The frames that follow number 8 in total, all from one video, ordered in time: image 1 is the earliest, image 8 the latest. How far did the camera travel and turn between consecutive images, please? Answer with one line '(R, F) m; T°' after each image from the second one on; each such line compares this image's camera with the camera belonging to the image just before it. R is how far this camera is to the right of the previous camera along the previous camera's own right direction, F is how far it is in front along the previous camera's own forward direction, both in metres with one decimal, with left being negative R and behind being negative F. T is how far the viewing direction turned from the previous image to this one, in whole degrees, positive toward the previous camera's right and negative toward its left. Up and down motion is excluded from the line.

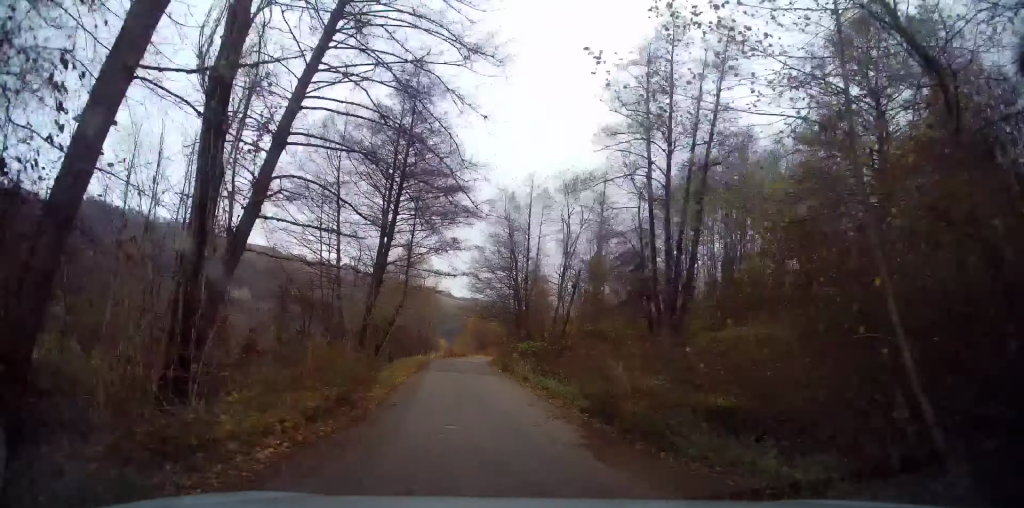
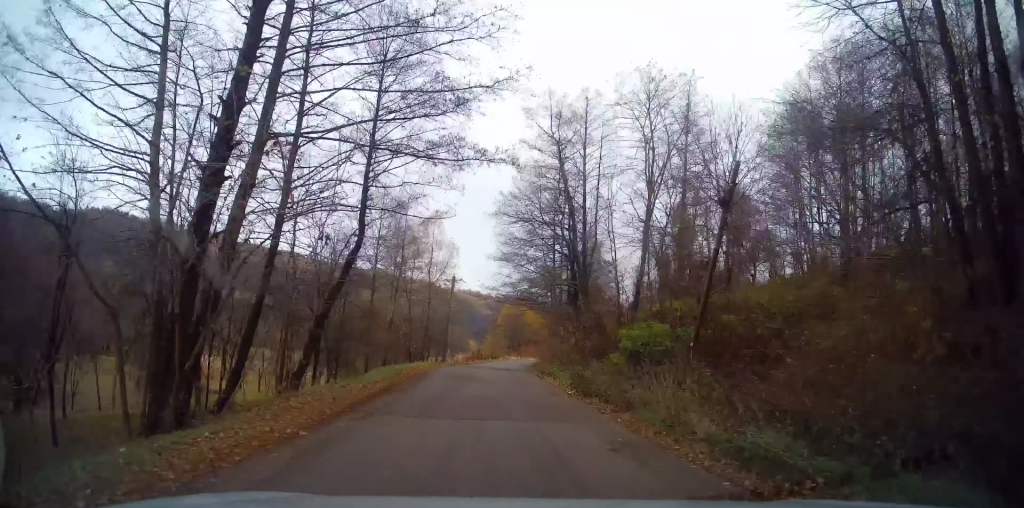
(-0.2, +18.4) m; -2°
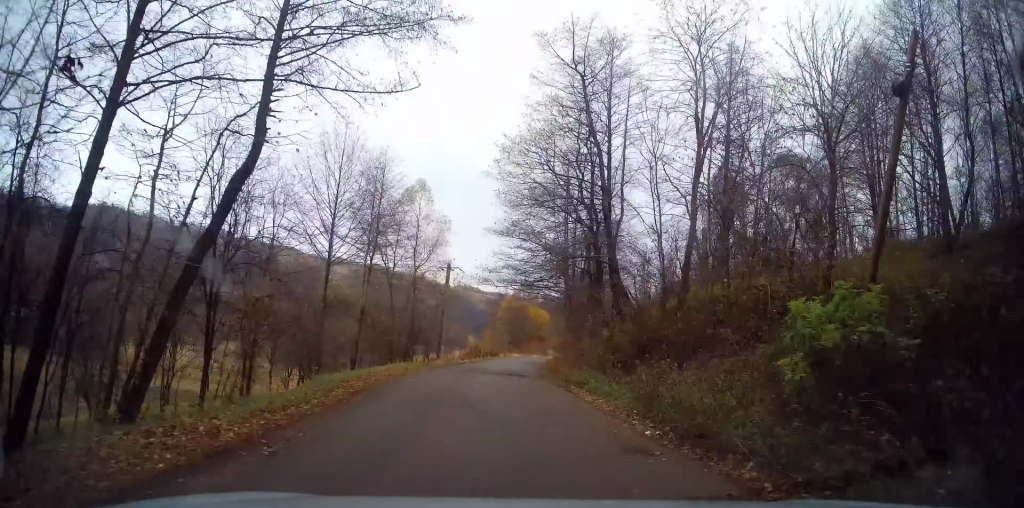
(-0.2, +7.3) m; -1°
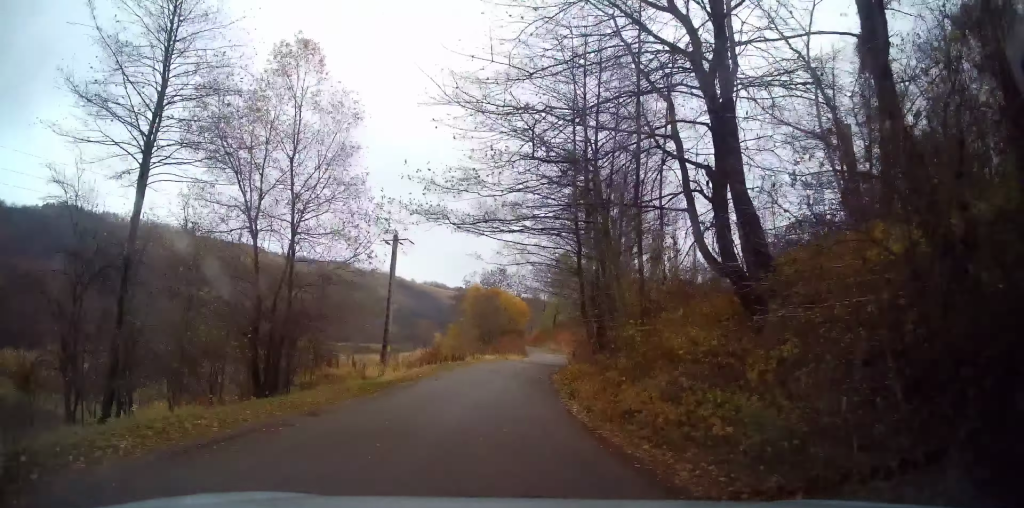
(-0.1, +17.1) m; 0°
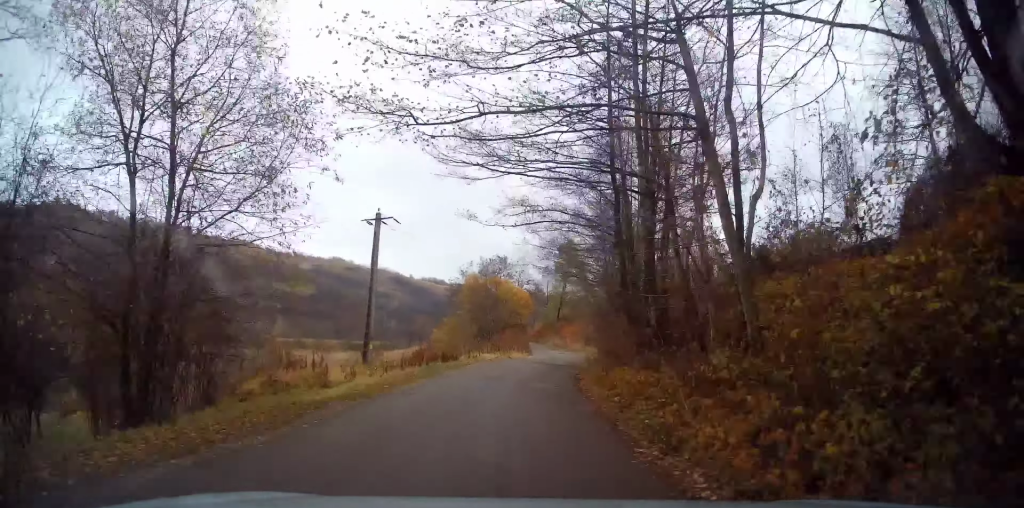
(-0.1, +7.4) m; +1°
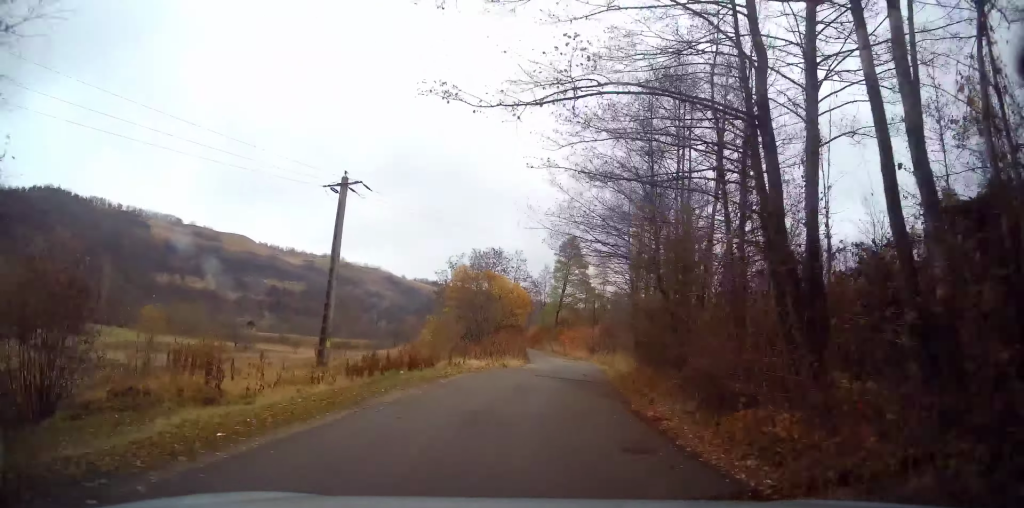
(+0.2, +9.0) m; +3°
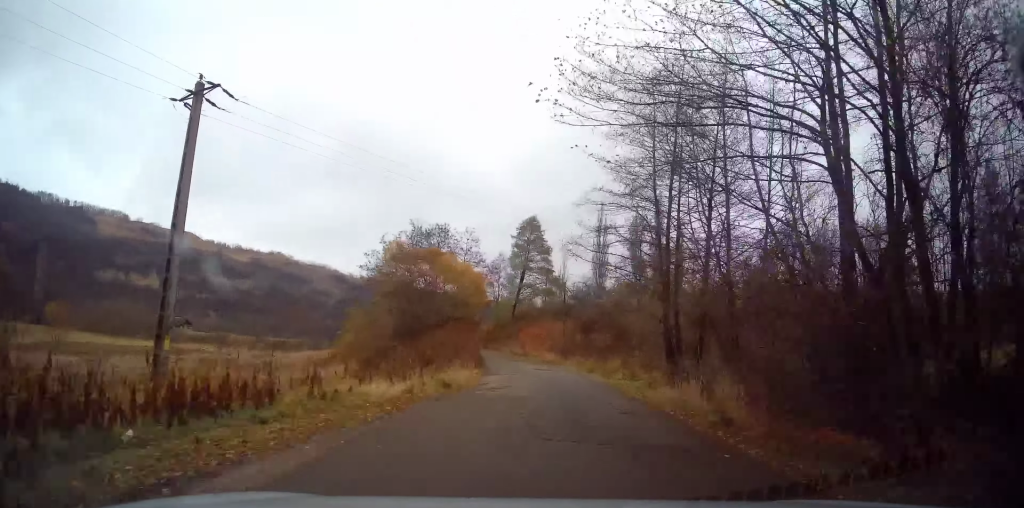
(+0.6, +13.1) m; +5°
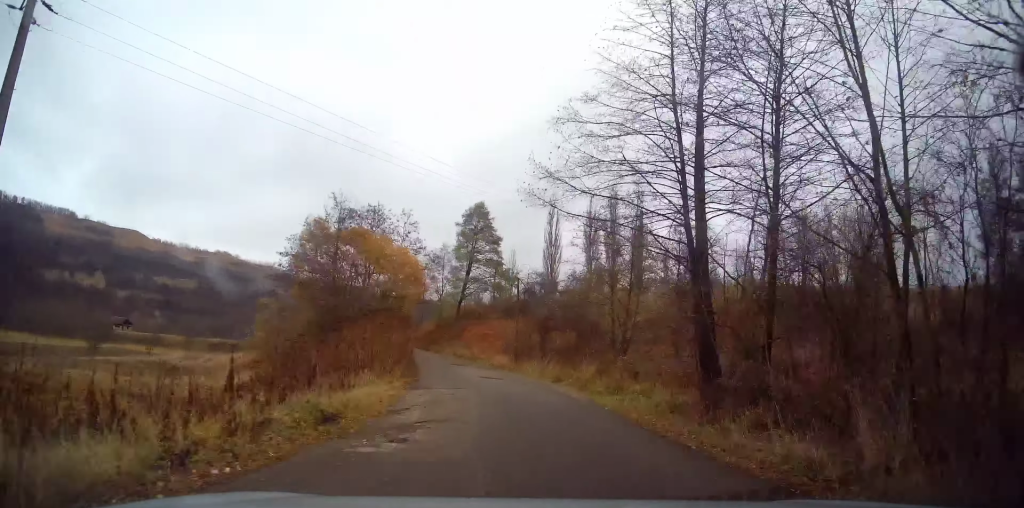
(0.0, +7.6) m; +3°
